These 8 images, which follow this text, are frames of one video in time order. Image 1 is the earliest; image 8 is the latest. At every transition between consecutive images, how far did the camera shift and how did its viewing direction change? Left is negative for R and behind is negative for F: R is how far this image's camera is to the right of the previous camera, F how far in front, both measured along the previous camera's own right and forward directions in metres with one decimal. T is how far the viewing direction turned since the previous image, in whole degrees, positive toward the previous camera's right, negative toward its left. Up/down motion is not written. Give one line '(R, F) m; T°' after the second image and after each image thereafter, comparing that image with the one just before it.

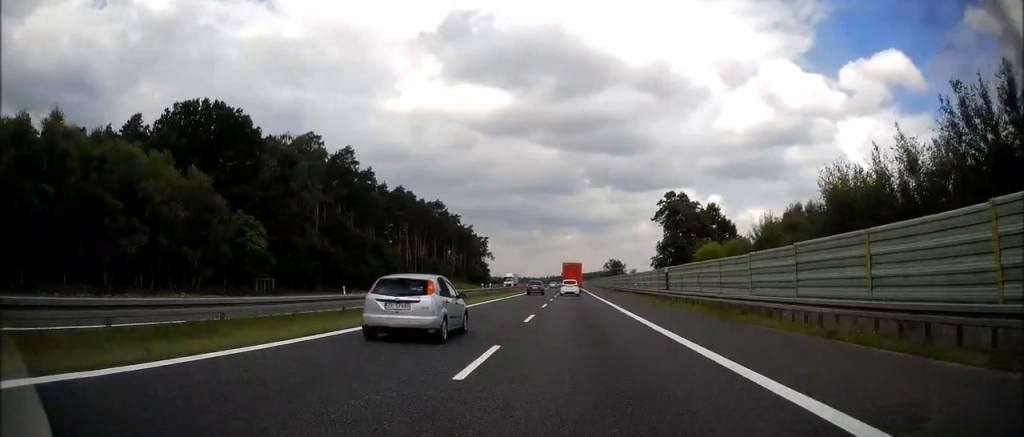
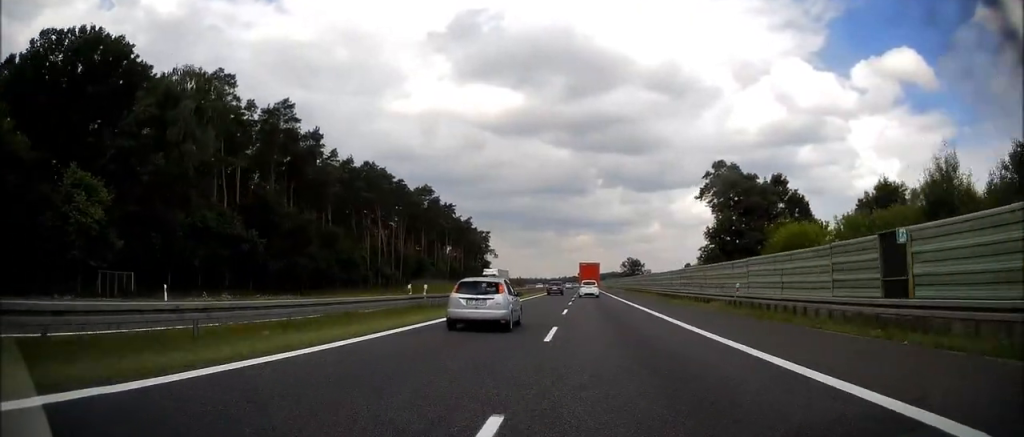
(-0.5, +30.7) m; -2°
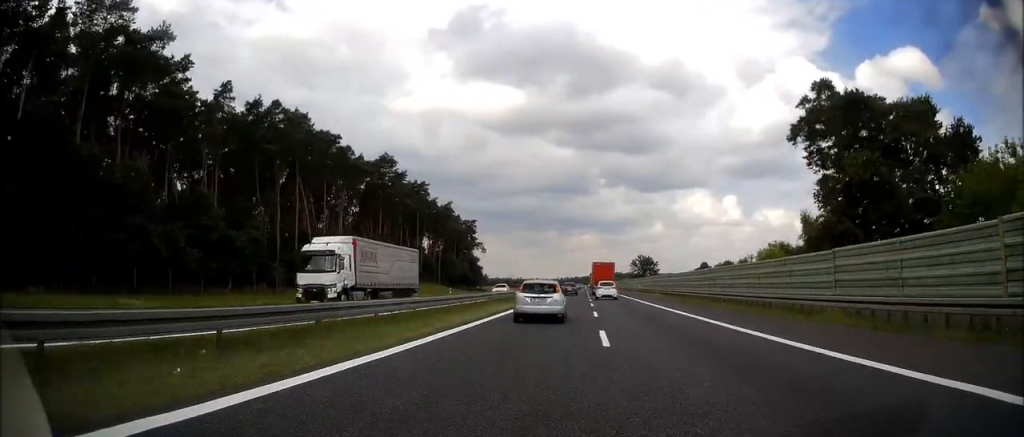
(-0.2, +37.1) m; 0°
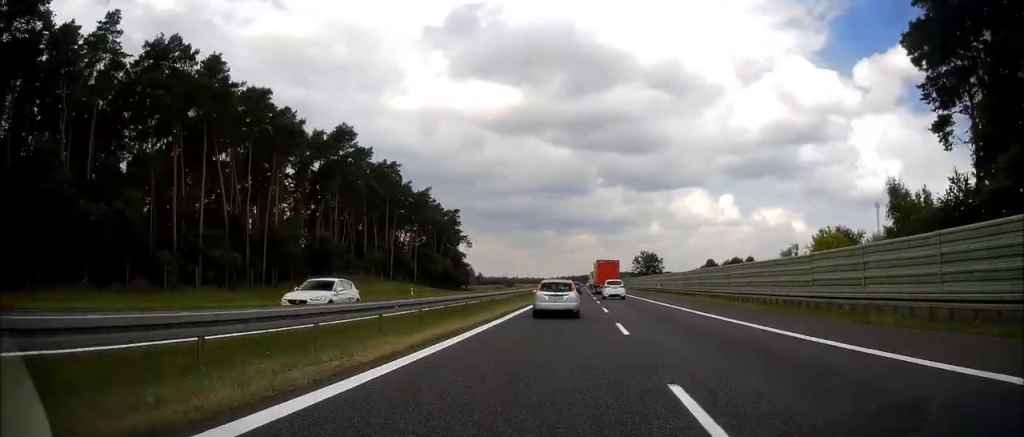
(+0.1, +21.3) m; 0°
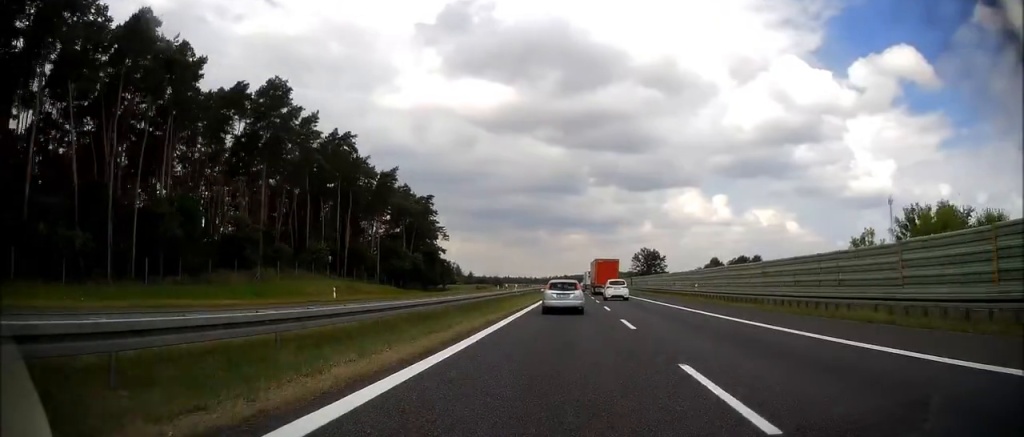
(-0.3, +22.3) m; +1°
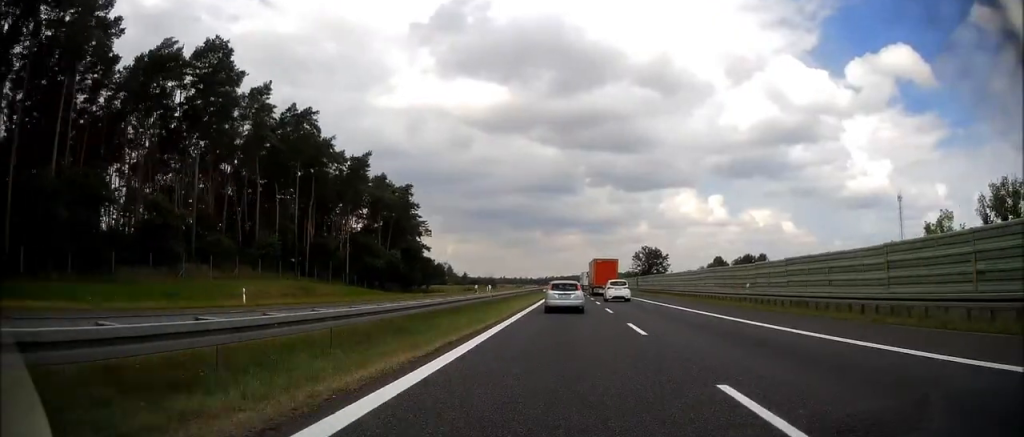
(+0.4, +14.0) m; 0°
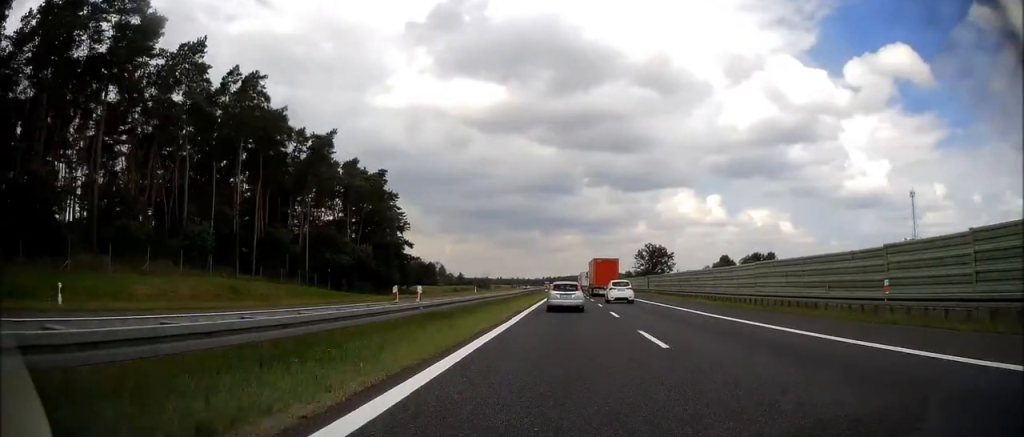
(+0.2, +15.0) m; 0°
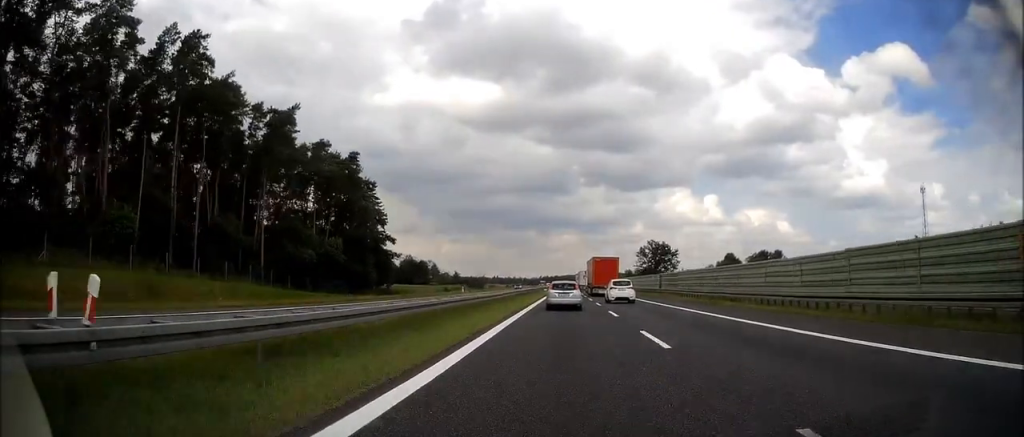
(-0.2, +12.2) m; 0°
